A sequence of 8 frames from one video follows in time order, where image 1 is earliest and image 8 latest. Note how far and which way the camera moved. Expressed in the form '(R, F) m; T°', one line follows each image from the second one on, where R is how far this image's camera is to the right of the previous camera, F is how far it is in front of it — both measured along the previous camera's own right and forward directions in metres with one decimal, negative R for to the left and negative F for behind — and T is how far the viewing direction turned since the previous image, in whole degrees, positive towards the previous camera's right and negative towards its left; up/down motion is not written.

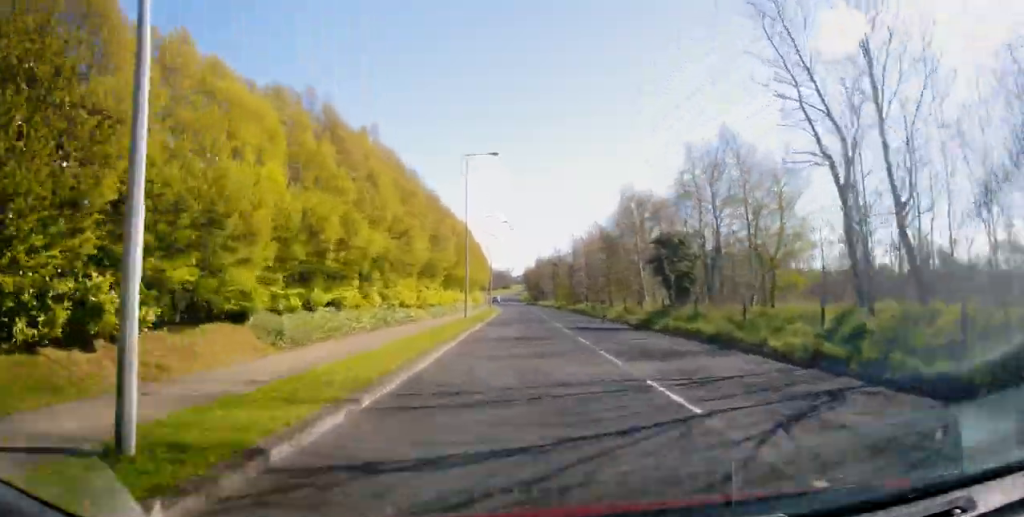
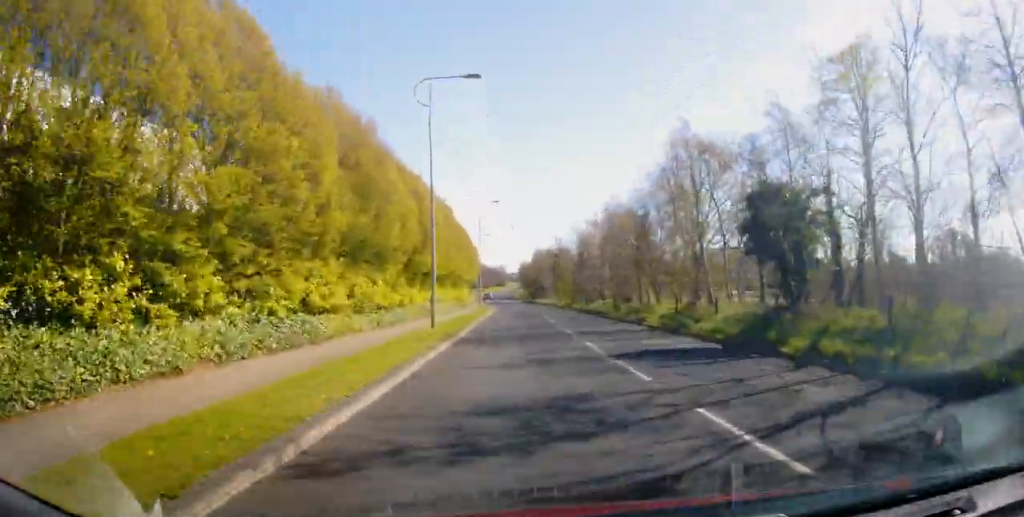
(-0.3, +12.9) m; +1°
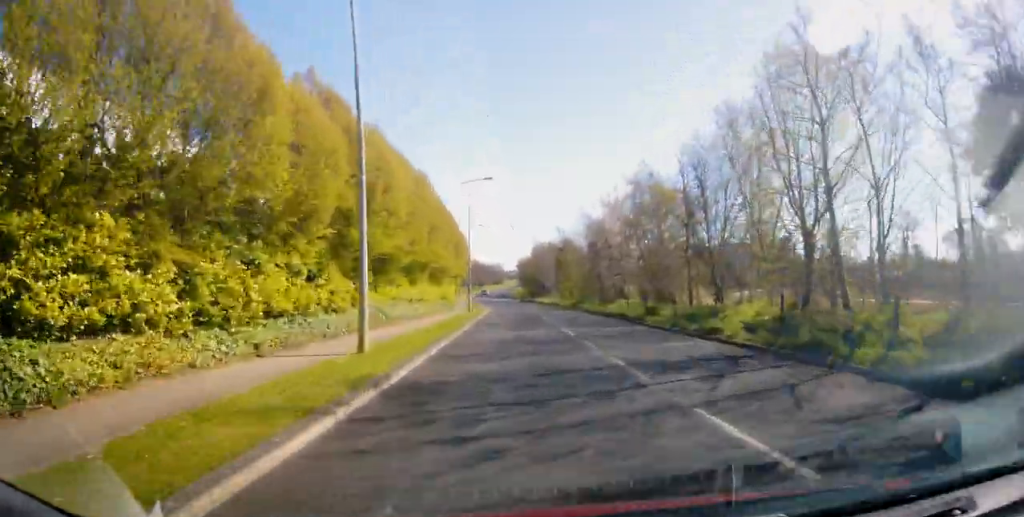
(+0.4, +10.4) m; +1°
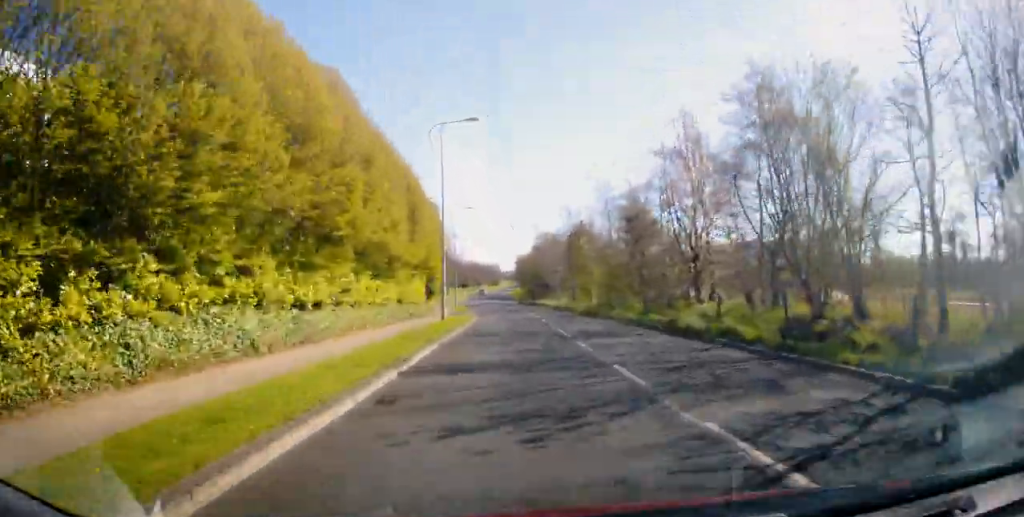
(+0.1, +15.9) m; +4°
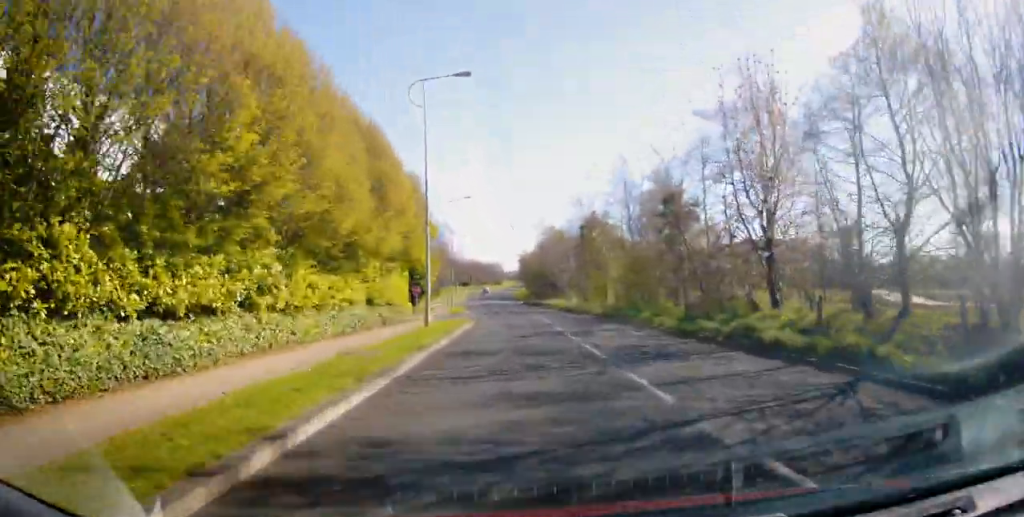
(+0.6, +6.5) m; -3°
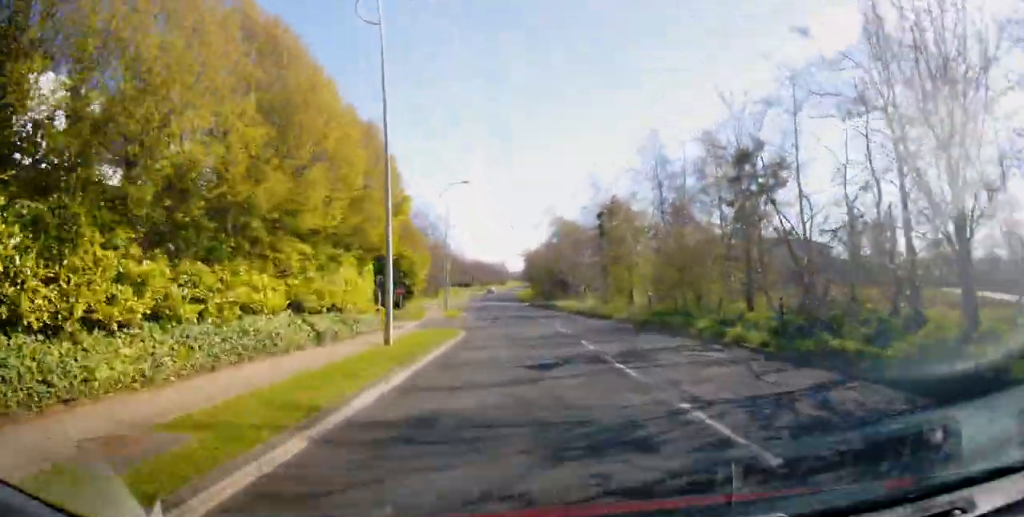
(+0.5, +7.8) m; -4°
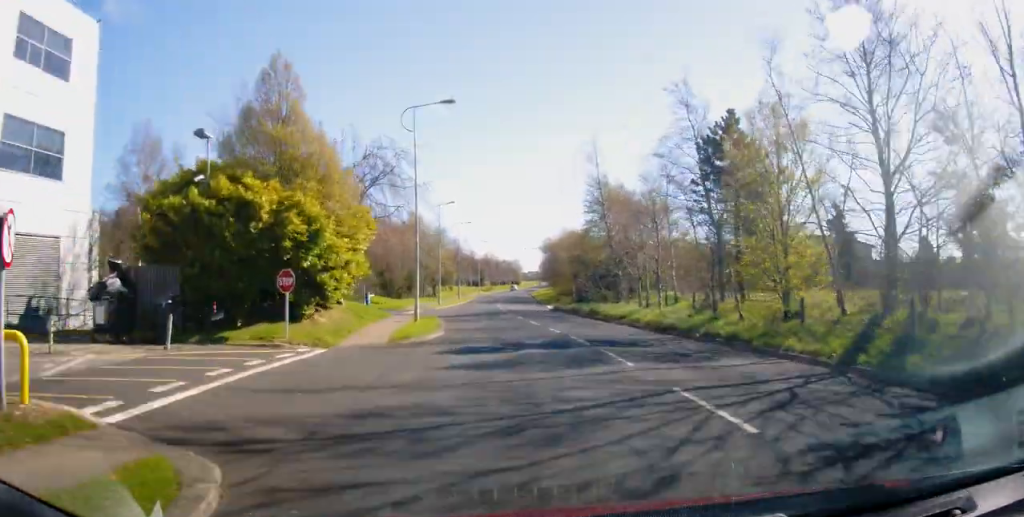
(-2.0, +19.8) m; -2°
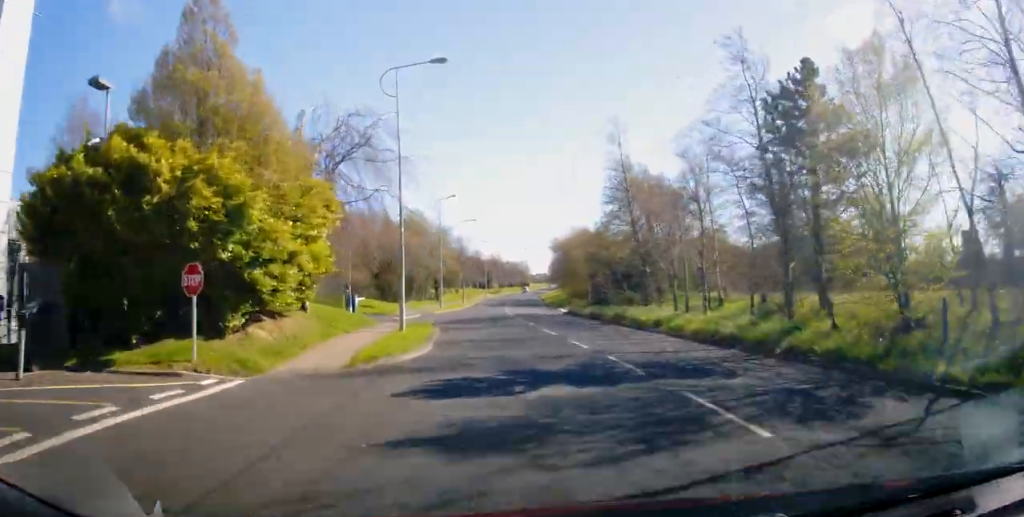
(+0.4, +5.5) m; +2°
